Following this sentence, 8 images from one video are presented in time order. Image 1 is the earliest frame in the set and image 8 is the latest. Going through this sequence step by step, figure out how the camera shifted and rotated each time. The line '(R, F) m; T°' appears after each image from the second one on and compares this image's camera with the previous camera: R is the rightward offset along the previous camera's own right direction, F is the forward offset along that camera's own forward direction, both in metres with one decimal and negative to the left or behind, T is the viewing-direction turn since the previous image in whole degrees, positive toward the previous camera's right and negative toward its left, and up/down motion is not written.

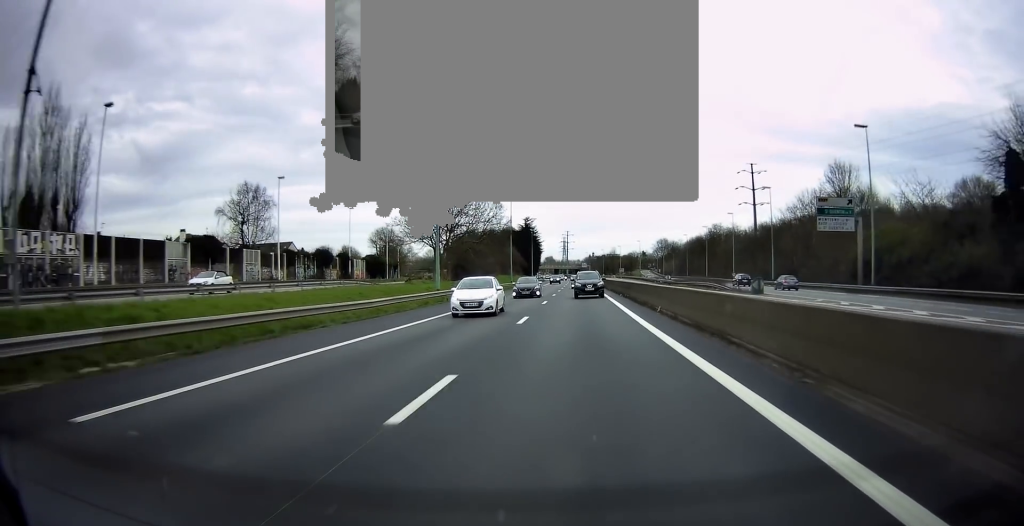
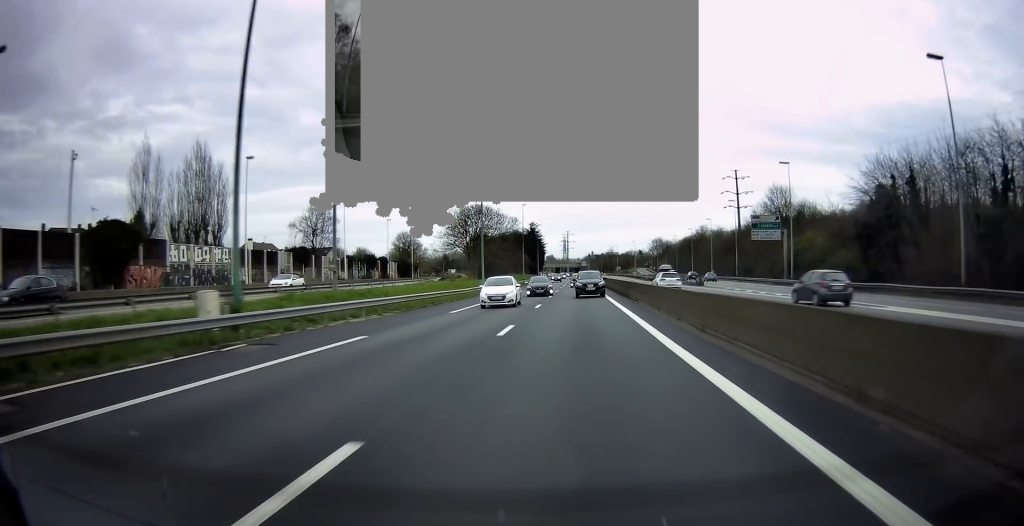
(0.0, +21.3) m; 0°
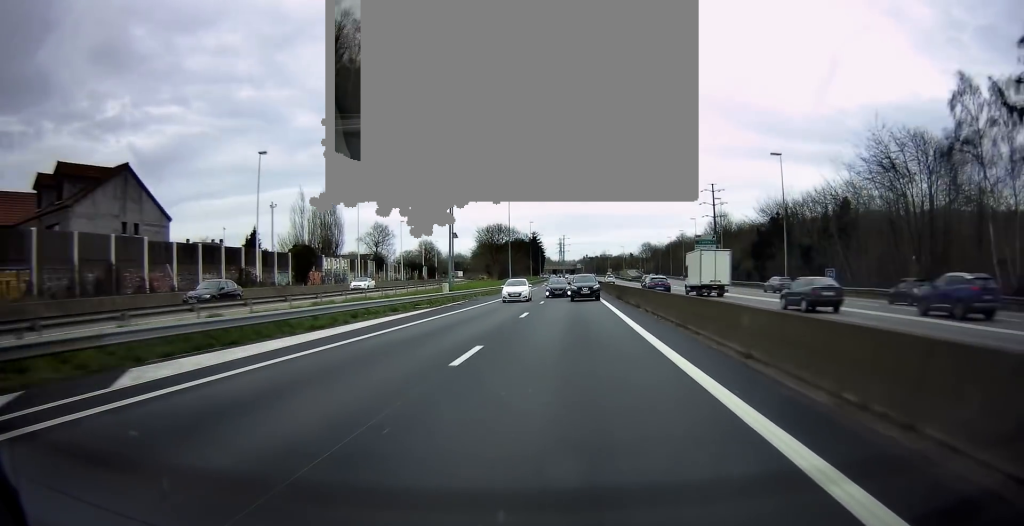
(+0.1, +34.1) m; 0°
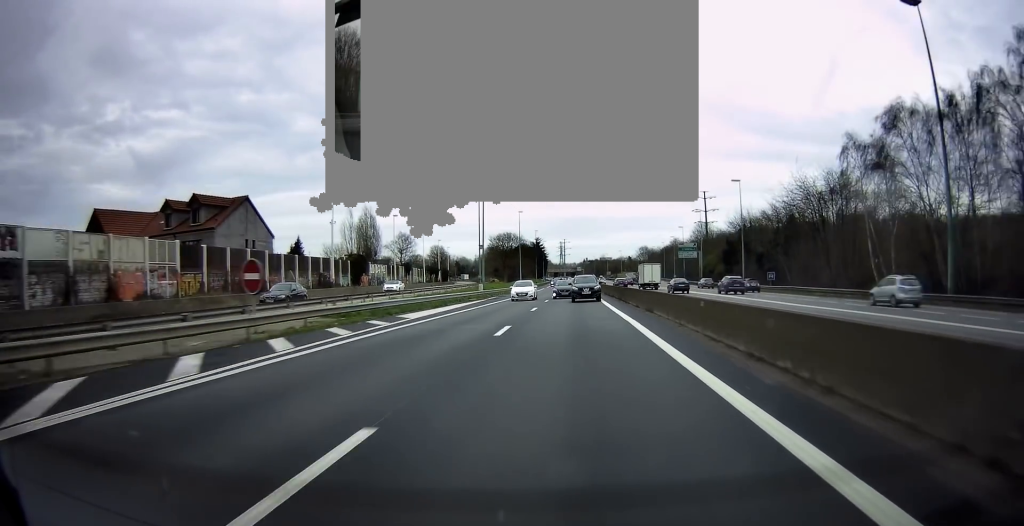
(0.0, +17.9) m; 0°
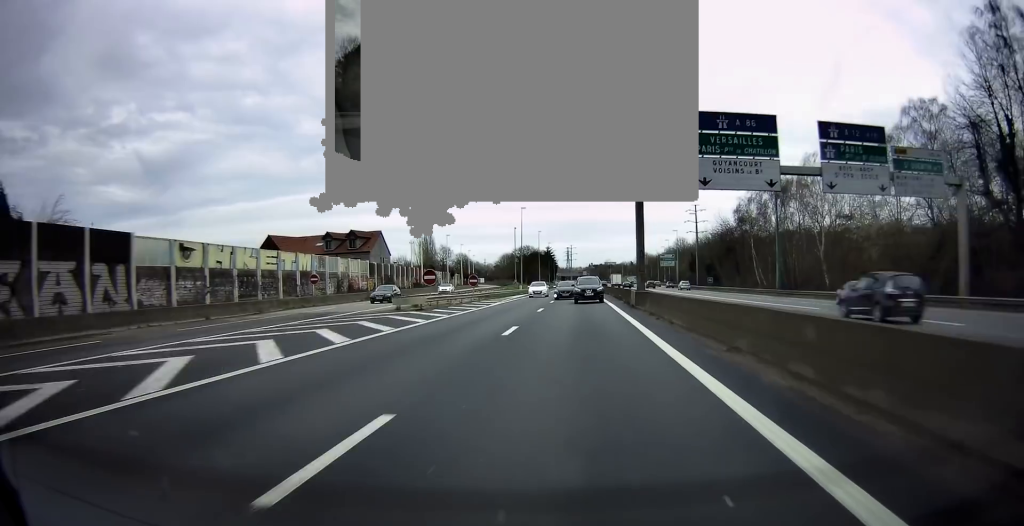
(-0.2, +38.7) m; -1°
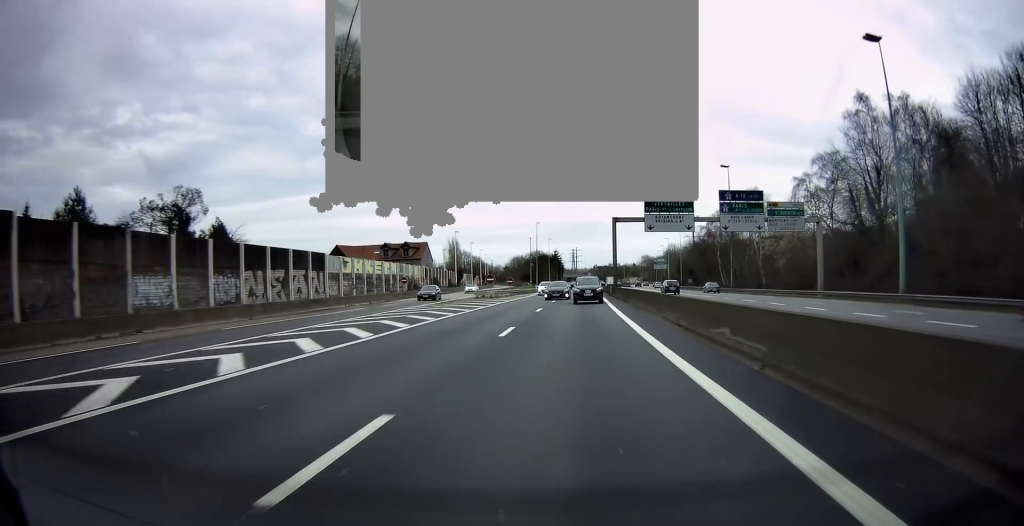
(-0.1, +25.9) m; -1°
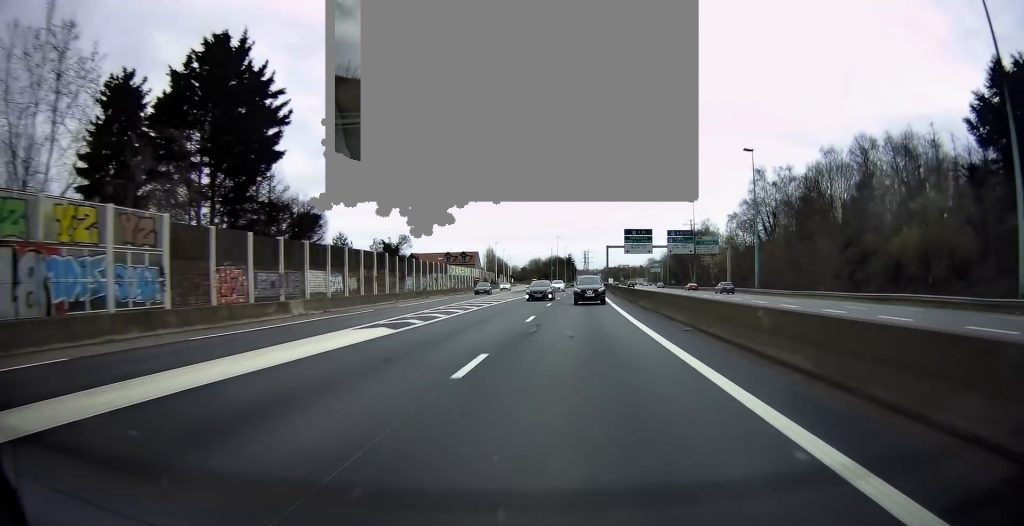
(-0.2, +44.5) m; -1°
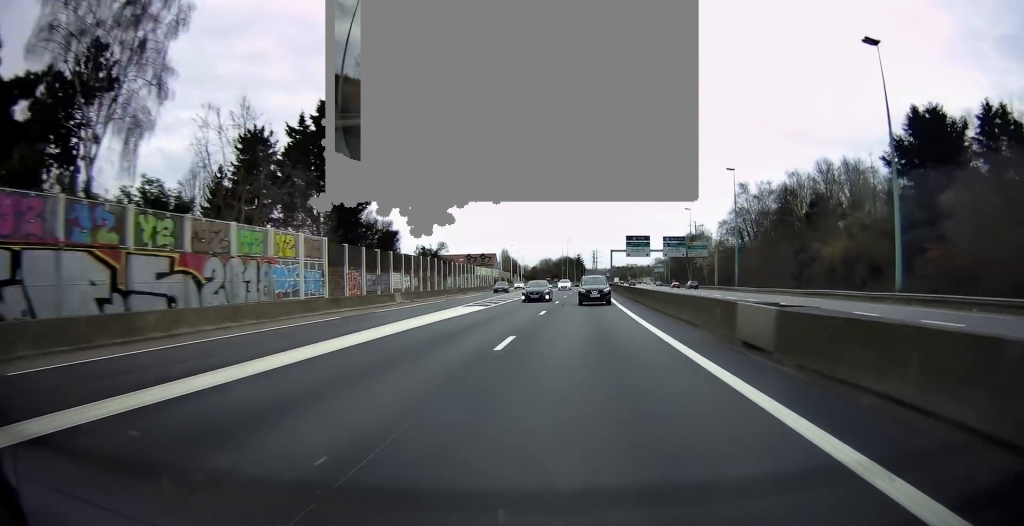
(0.0, +16.2) m; 0°
